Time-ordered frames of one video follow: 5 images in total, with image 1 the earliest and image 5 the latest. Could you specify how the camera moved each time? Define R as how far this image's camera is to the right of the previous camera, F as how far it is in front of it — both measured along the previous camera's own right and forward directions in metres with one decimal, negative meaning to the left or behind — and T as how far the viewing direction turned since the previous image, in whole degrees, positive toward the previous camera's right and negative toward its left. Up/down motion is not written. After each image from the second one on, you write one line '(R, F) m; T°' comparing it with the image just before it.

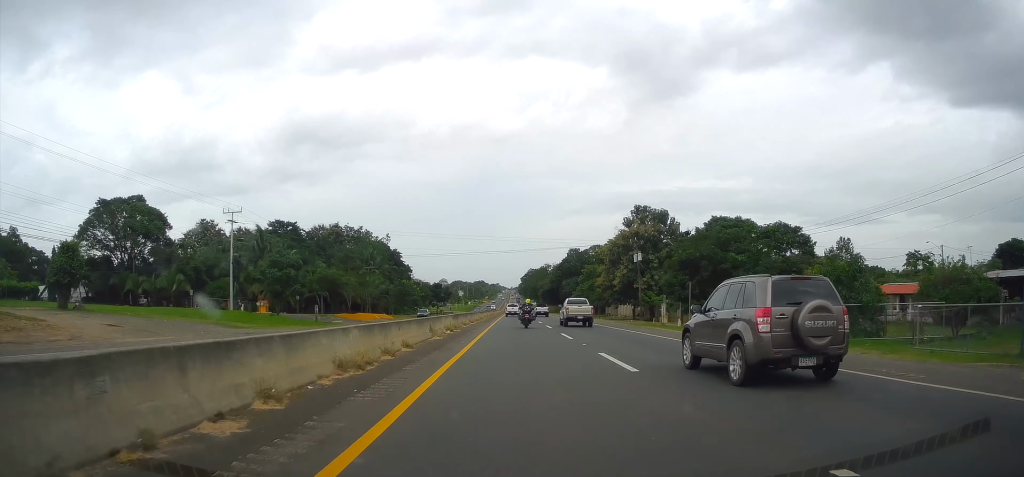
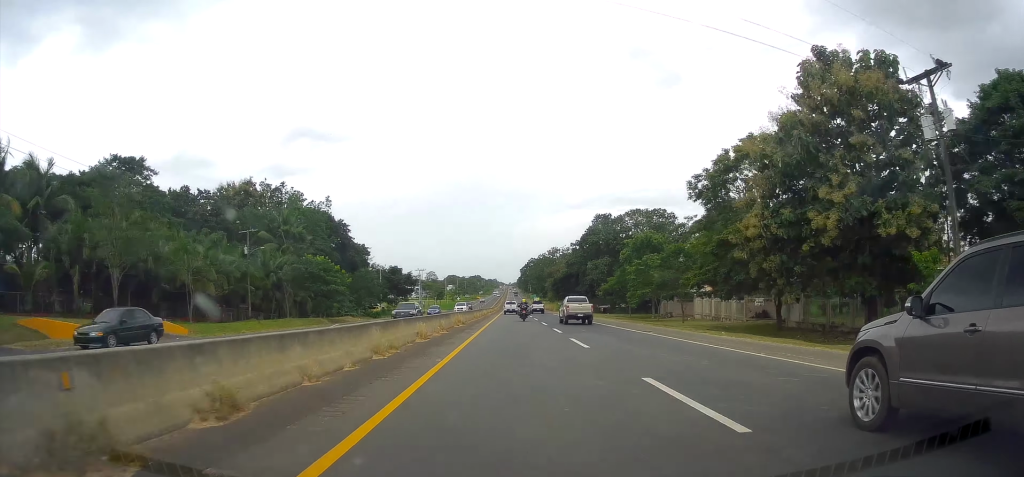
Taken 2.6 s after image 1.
(-0.2, +52.9) m; -1°
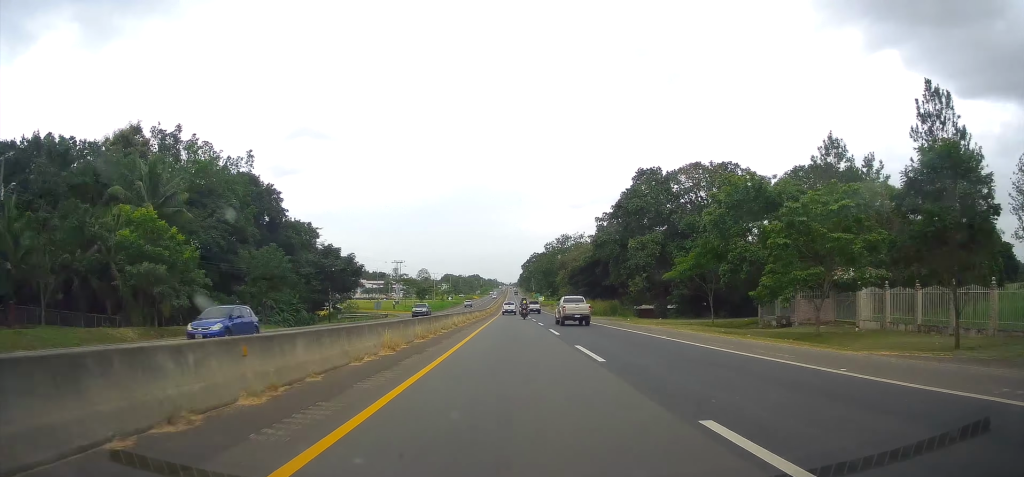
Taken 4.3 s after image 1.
(-0.2, +35.7) m; 0°
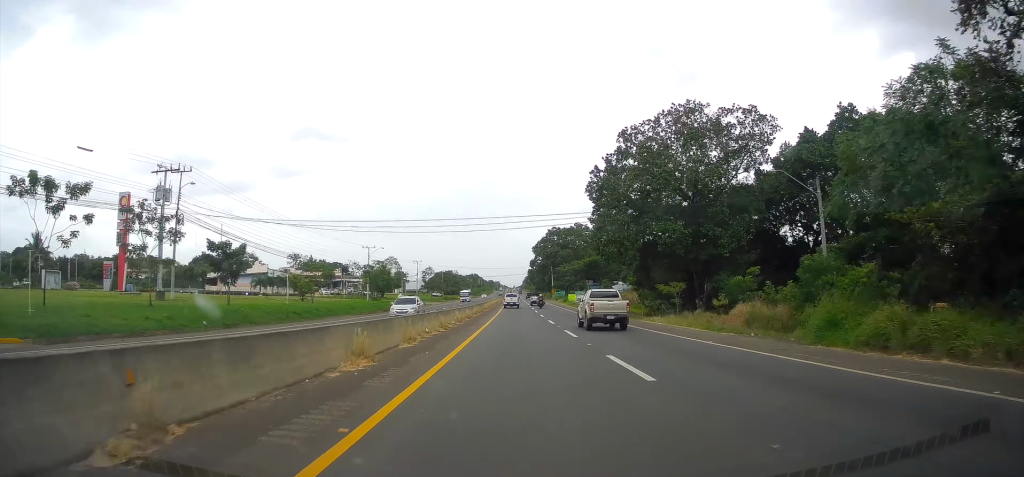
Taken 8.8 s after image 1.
(+0.7, +102.1) m; 0°
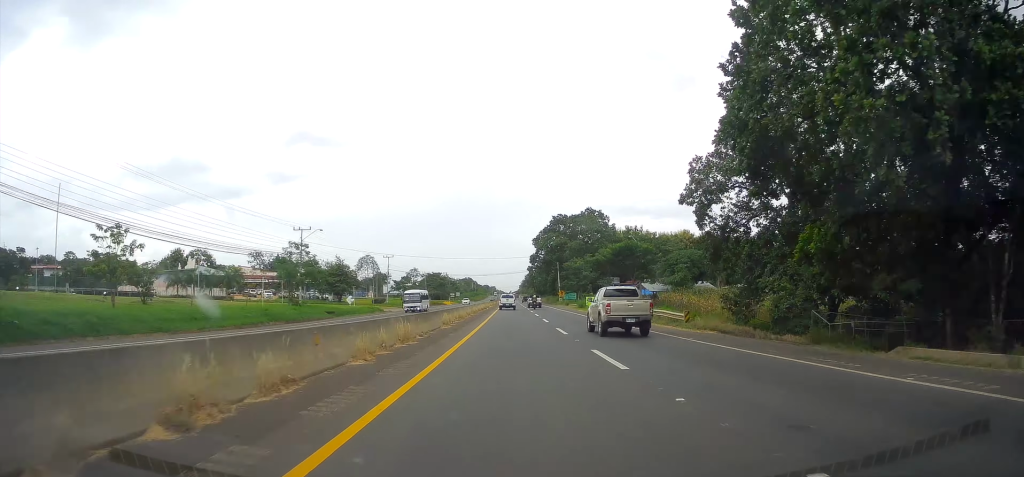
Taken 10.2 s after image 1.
(-0.1, +33.8) m; 0°
